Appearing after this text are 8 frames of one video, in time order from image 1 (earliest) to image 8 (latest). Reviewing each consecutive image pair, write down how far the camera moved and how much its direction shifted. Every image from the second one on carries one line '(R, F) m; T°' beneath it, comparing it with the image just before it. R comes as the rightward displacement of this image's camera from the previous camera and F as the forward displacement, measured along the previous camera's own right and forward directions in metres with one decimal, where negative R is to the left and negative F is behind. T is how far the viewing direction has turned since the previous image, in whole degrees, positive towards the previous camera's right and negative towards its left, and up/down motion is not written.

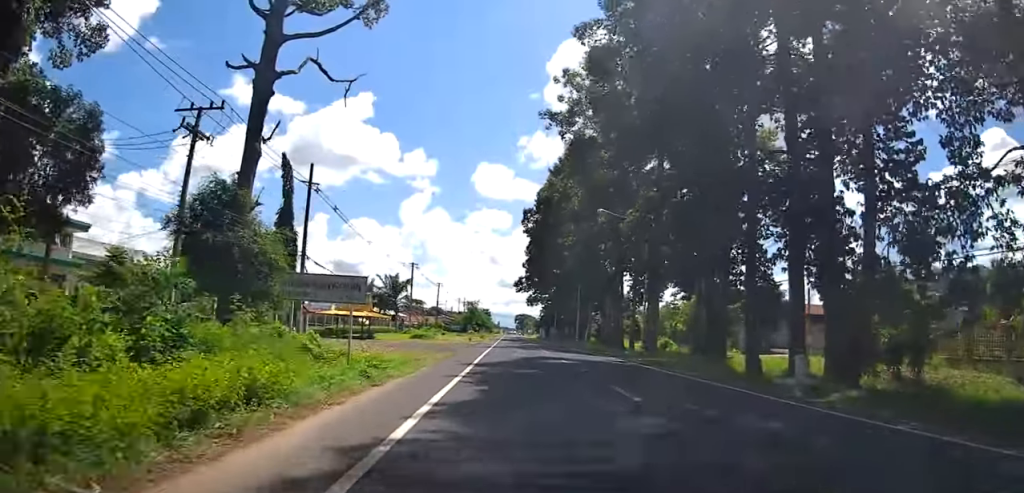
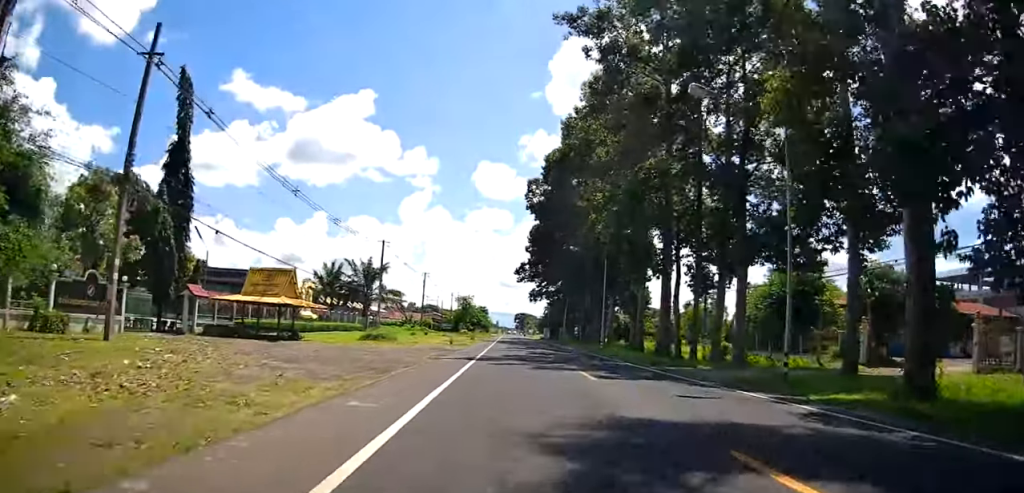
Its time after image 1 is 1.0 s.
(-0.2, +19.5) m; +1°
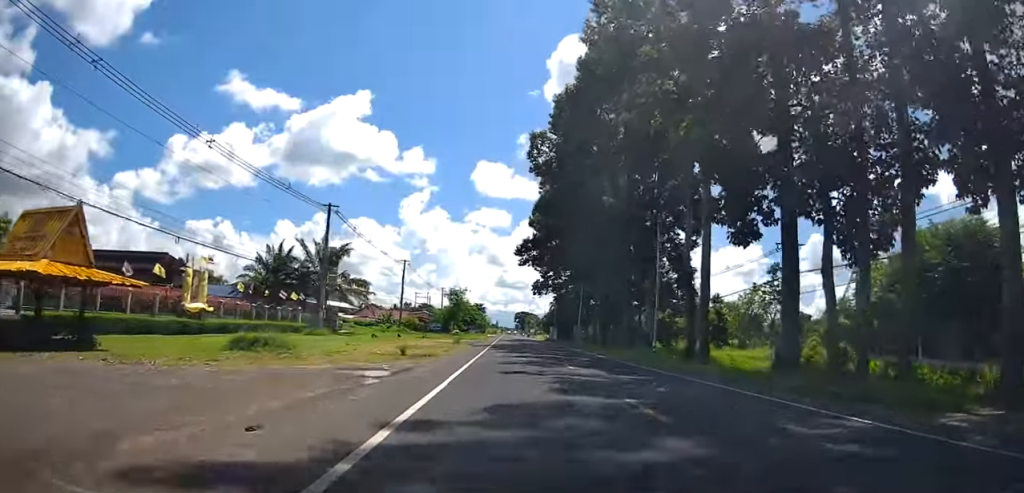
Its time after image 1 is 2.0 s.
(+0.5, +19.2) m; +1°
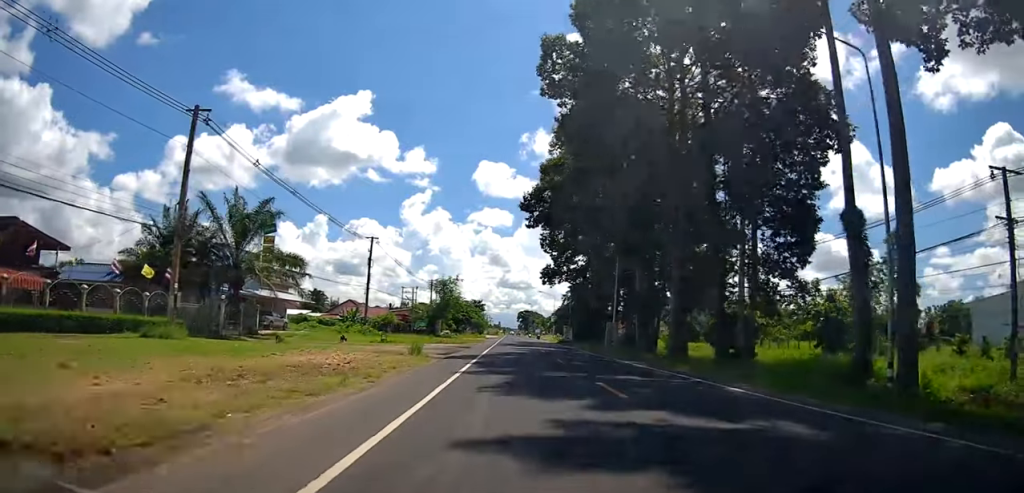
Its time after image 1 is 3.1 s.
(-0.4, +21.1) m; -1°
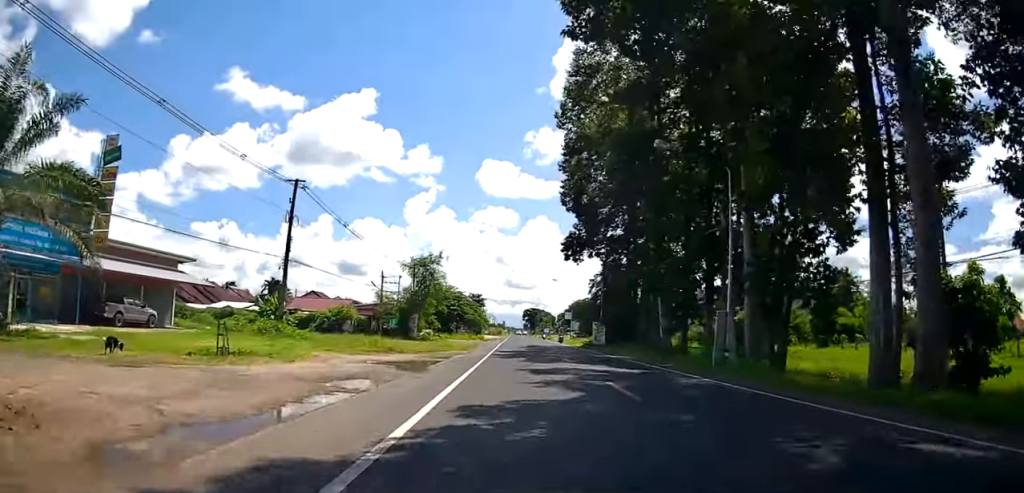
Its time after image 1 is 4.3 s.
(+0.2, +24.2) m; +2°
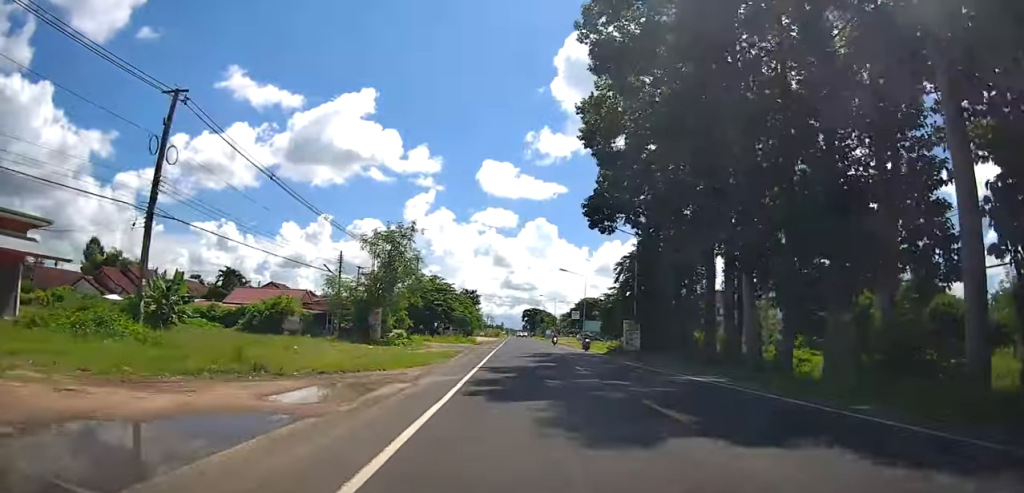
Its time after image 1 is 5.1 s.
(+0.2, +15.7) m; -1°
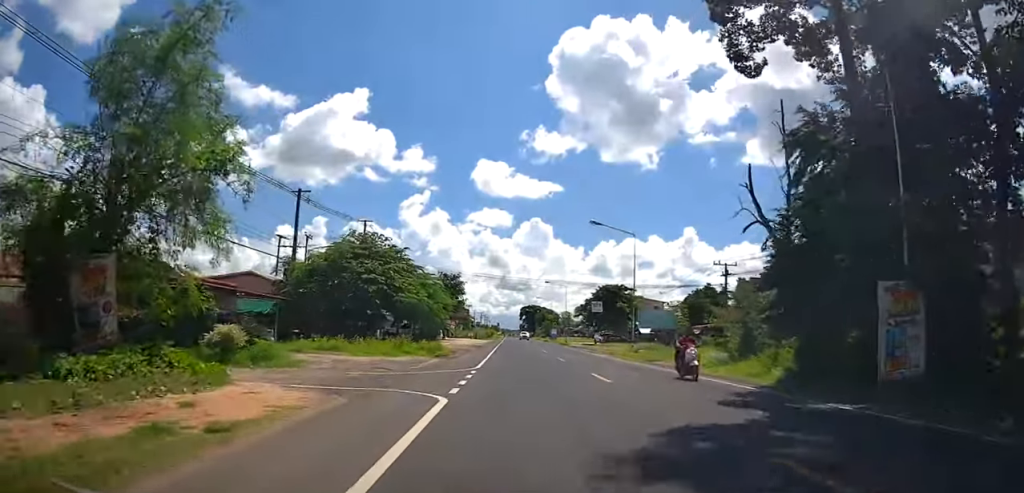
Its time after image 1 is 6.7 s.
(-1.1, +29.3) m; -1°
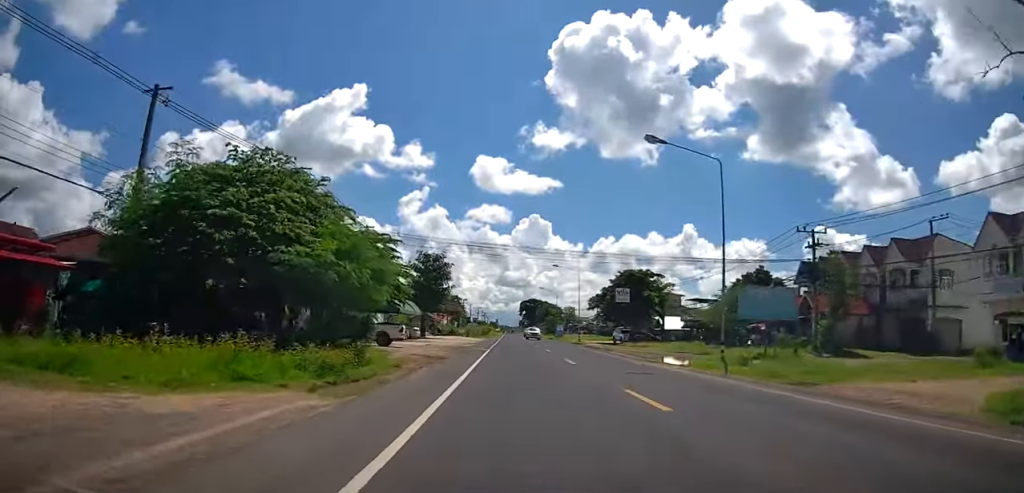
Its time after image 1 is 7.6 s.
(+0.7, +17.6) m; +2°
